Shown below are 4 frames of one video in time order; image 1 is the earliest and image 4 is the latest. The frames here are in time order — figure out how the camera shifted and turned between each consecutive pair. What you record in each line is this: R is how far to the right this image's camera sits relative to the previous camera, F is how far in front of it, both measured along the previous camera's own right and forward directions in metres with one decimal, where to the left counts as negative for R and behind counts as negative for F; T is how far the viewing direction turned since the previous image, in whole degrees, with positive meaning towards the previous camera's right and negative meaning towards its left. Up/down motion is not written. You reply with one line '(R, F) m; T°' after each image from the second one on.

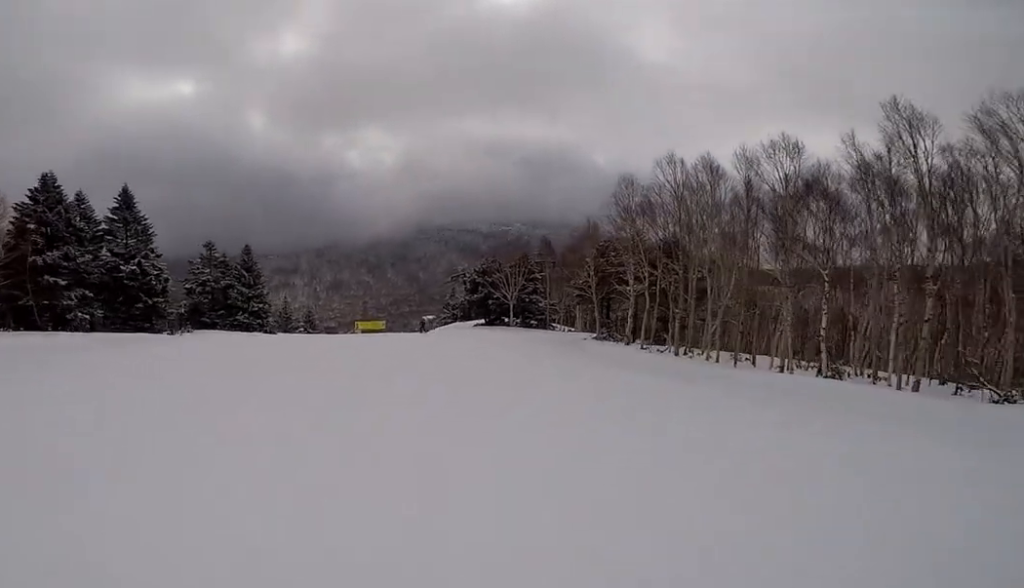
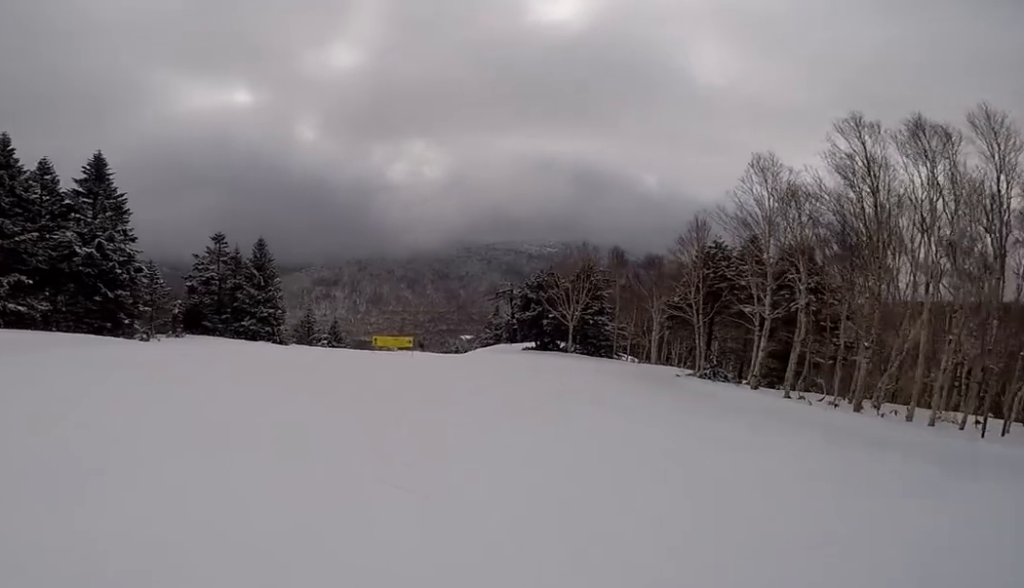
(+0.1, +9.5) m; -1°
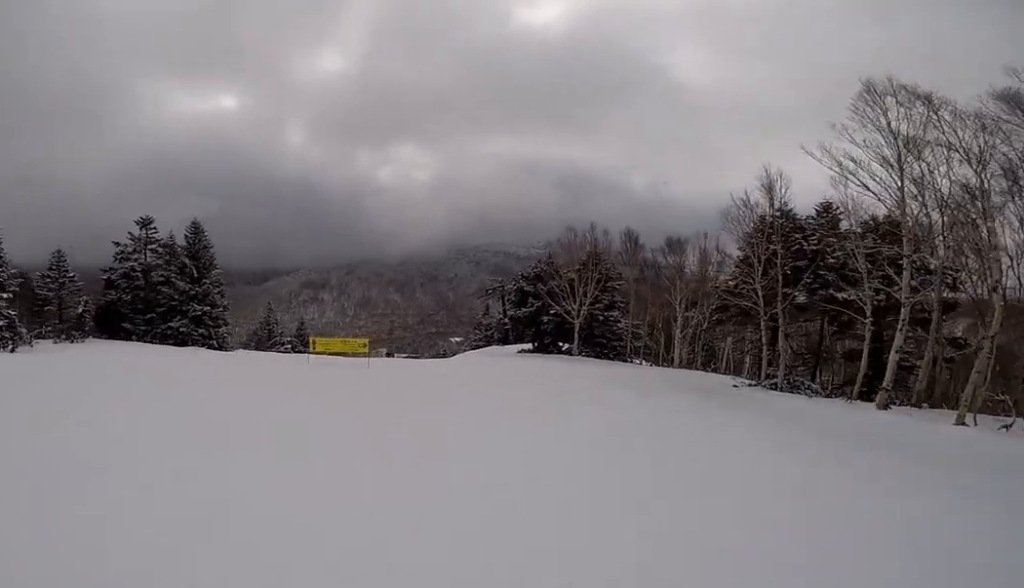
(+0.4, +8.6) m; -1°
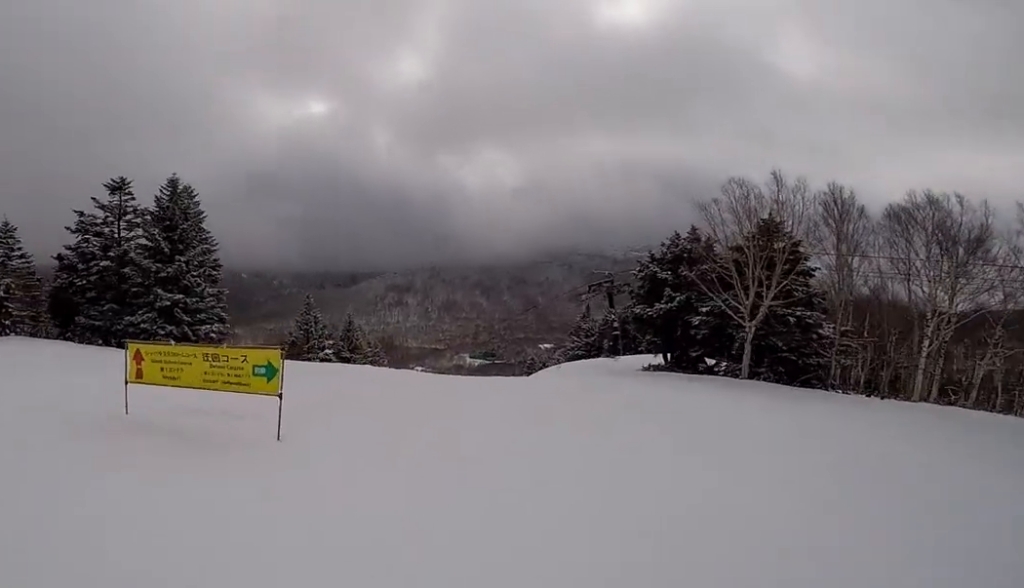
(-2.0, +12.5) m; -16°
